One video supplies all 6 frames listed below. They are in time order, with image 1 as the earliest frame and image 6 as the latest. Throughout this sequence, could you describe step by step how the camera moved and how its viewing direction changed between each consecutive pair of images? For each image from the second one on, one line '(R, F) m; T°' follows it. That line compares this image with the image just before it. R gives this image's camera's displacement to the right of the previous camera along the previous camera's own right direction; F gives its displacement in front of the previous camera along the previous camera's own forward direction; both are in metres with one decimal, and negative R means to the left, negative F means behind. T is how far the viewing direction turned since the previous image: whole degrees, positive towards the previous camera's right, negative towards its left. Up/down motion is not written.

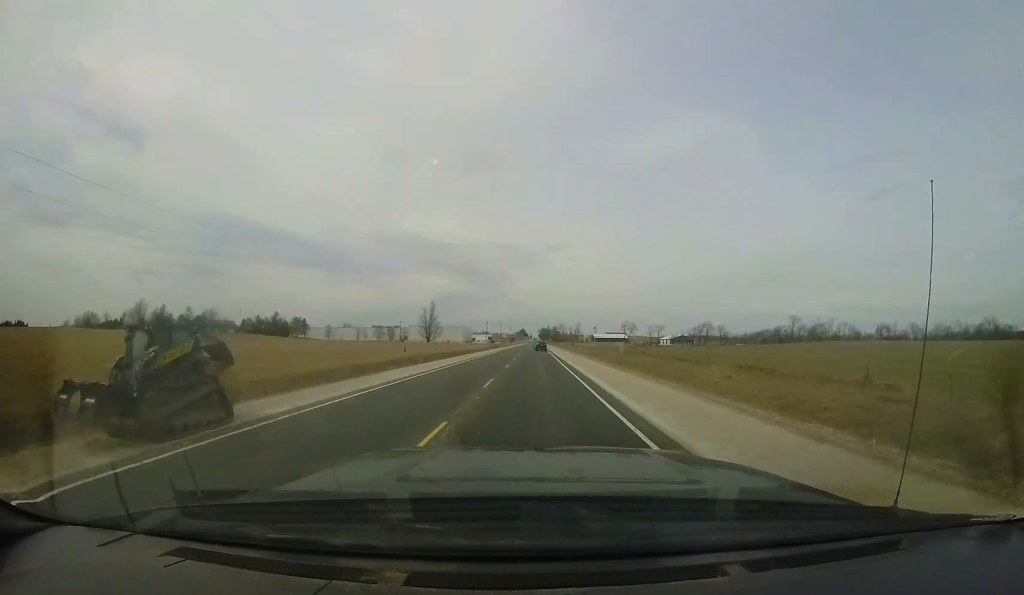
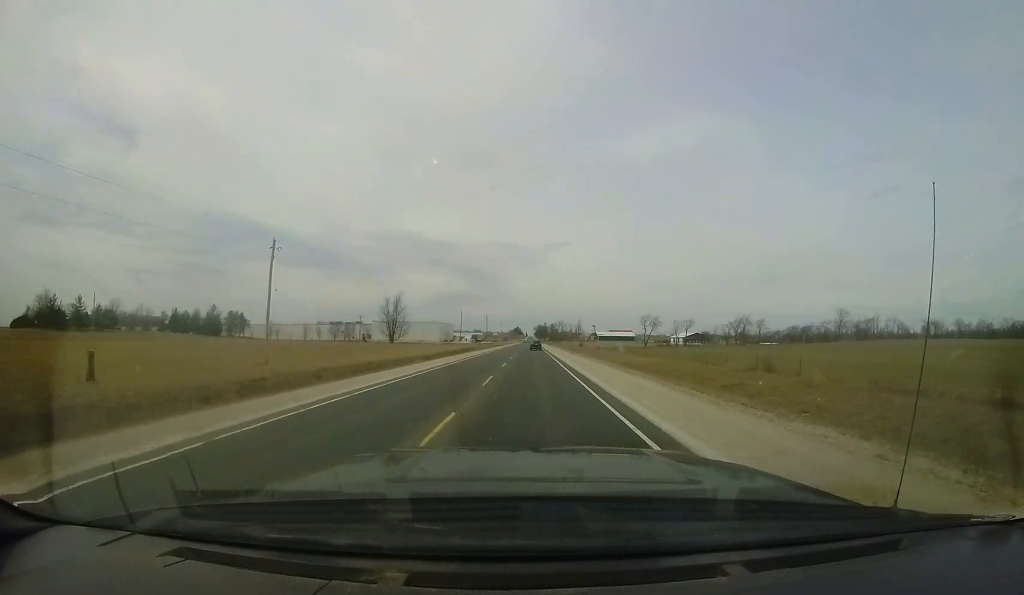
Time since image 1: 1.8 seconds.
(+0.7, +43.9) m; 0°
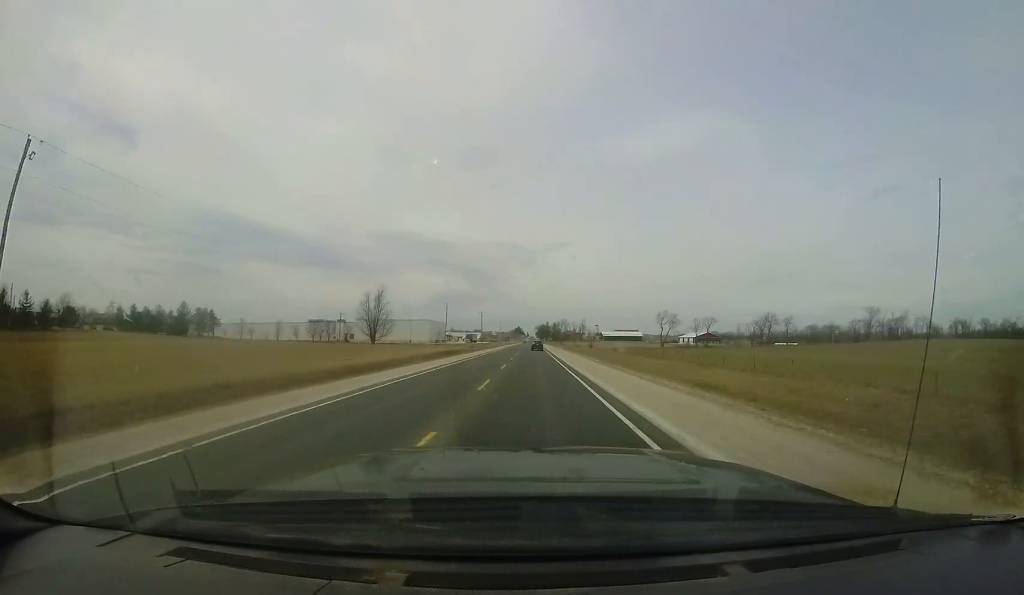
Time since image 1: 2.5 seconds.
(0.0, +19.1) m; 0°
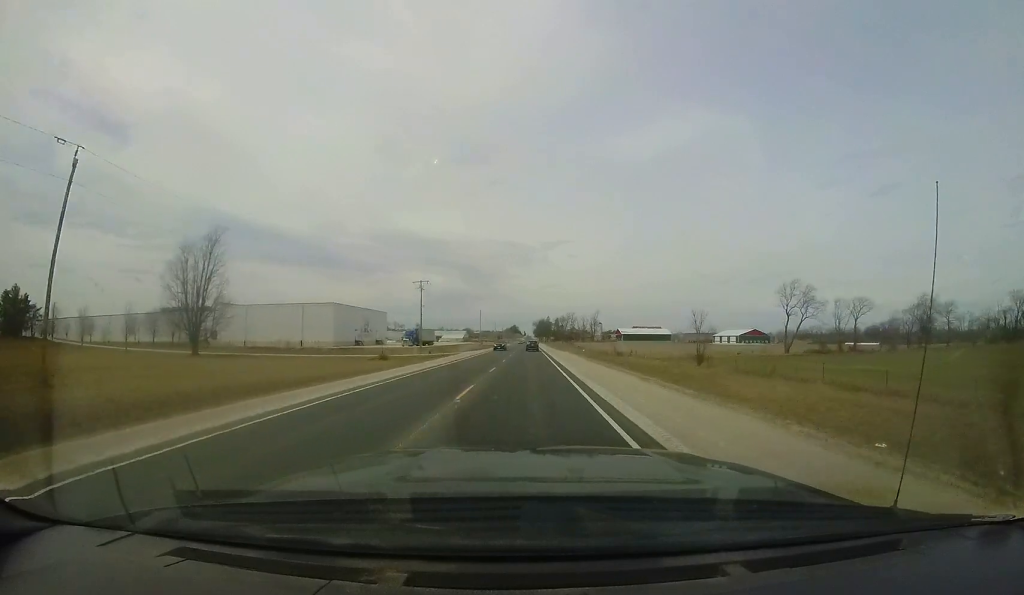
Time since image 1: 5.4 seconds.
(+0.9, +72.9) m; 0°
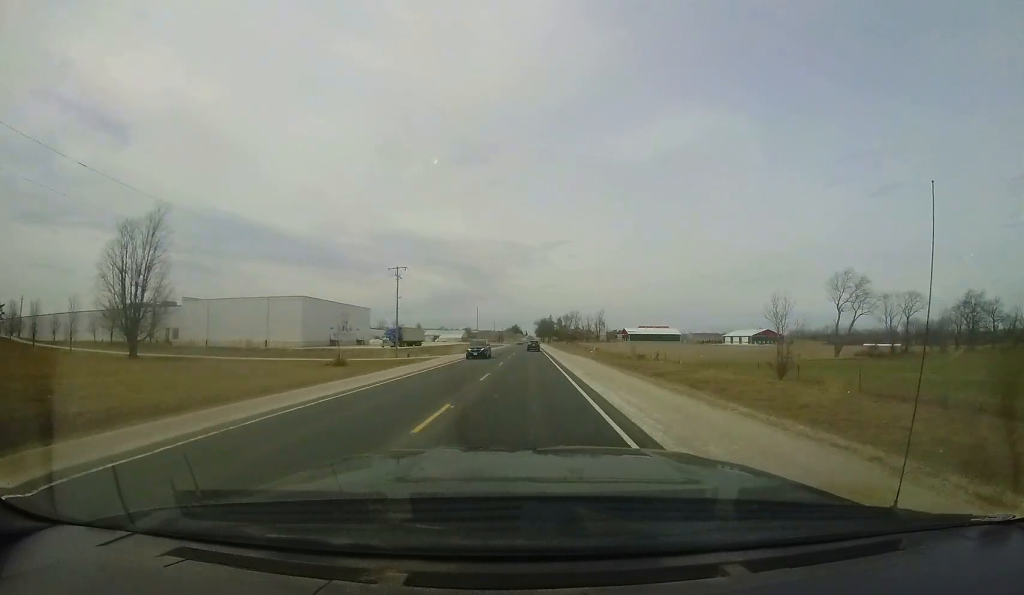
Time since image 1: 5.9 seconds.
(-0.1, +12.7) m; 0°
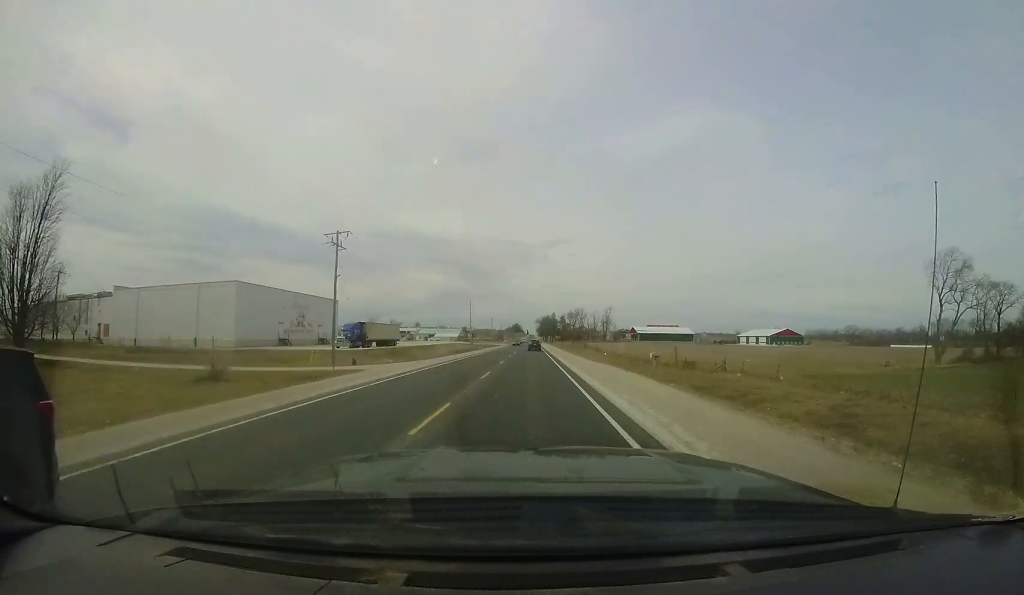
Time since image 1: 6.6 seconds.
(+0.1, +17.9) m; 0°
